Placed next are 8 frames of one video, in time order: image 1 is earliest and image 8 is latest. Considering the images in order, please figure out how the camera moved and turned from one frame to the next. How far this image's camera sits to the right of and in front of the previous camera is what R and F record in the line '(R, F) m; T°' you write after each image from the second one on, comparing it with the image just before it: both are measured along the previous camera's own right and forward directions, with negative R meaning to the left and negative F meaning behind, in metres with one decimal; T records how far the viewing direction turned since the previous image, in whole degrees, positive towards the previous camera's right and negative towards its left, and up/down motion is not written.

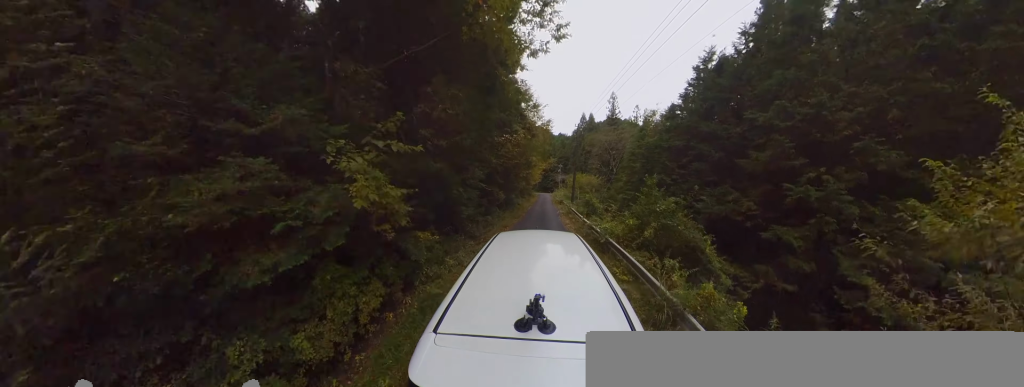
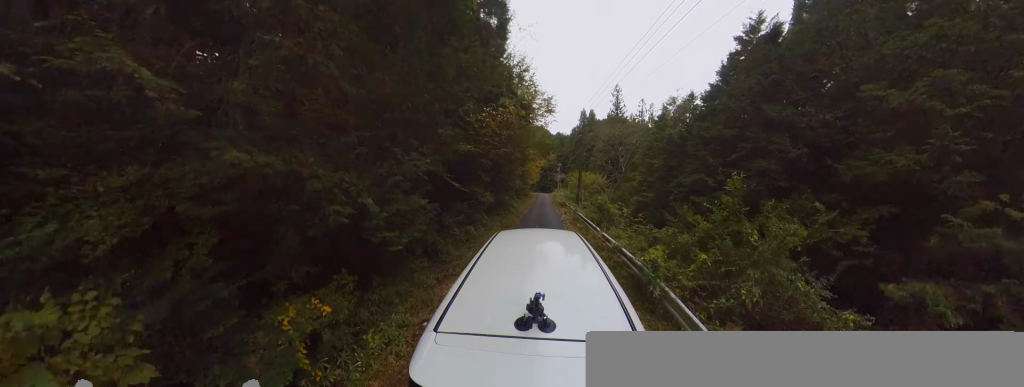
(+0.1, +3.7) m; +2°
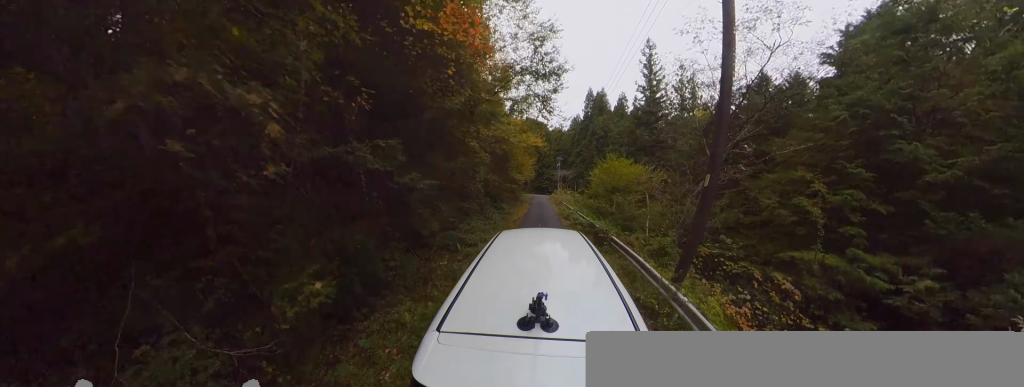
(+0.1, +14.6) m; -2°
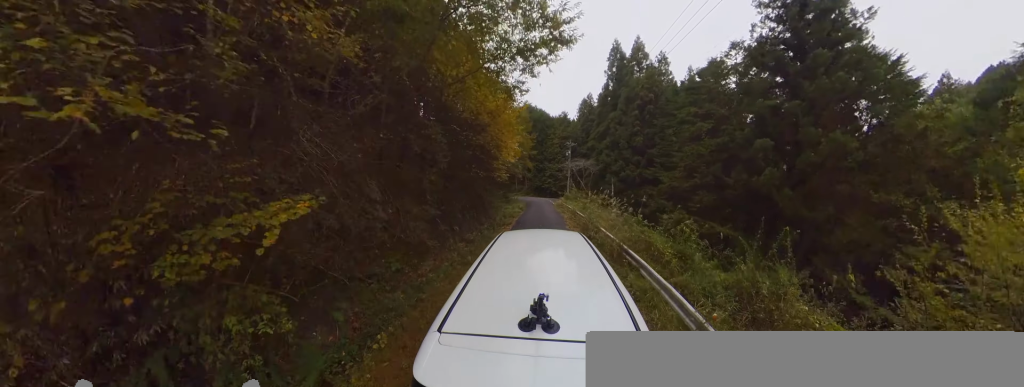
(+0.3, +16.4) m; +12°
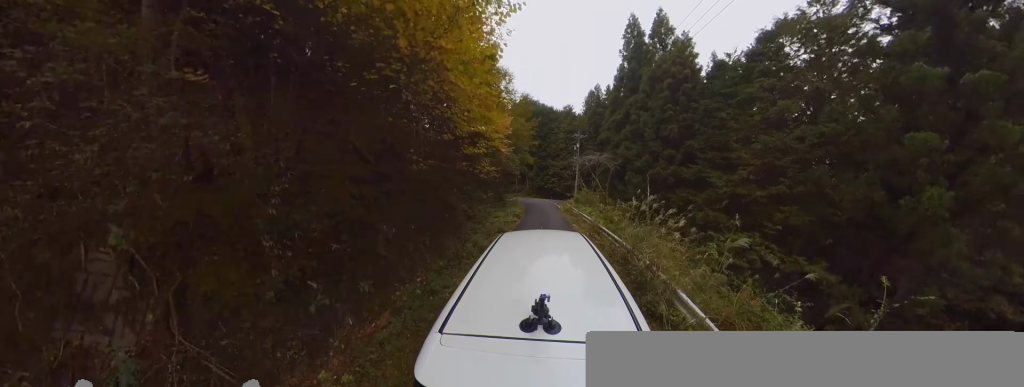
(+0.6, +4.7) m; +7°
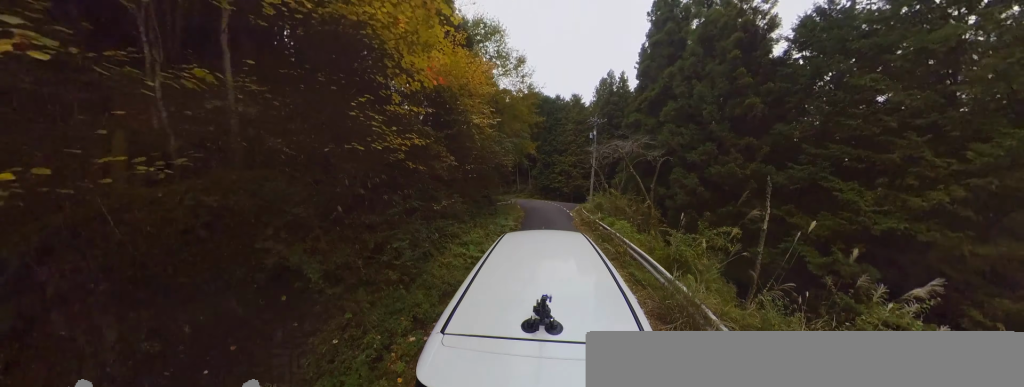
(0.0, +5.3) m; -3°
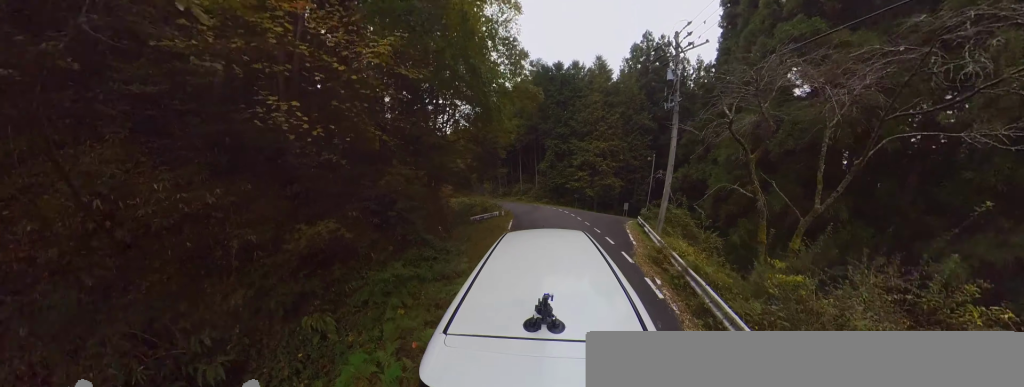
(-0.7, +10.1) m; -9°
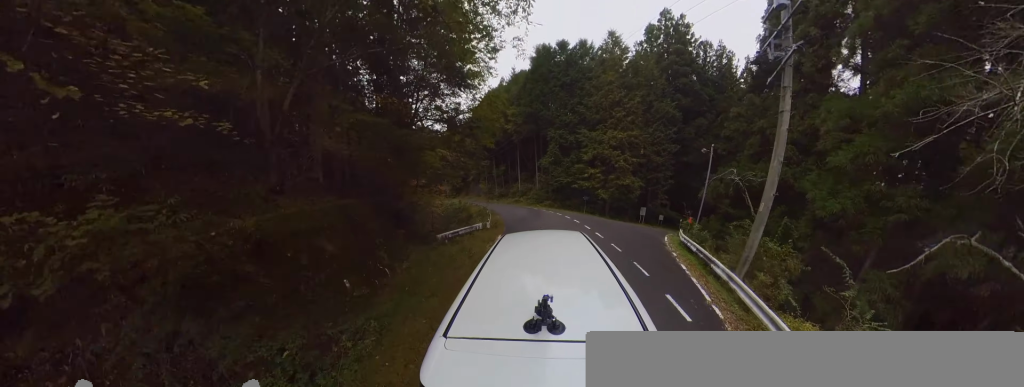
(-0.1, +4.5) m; -3°
